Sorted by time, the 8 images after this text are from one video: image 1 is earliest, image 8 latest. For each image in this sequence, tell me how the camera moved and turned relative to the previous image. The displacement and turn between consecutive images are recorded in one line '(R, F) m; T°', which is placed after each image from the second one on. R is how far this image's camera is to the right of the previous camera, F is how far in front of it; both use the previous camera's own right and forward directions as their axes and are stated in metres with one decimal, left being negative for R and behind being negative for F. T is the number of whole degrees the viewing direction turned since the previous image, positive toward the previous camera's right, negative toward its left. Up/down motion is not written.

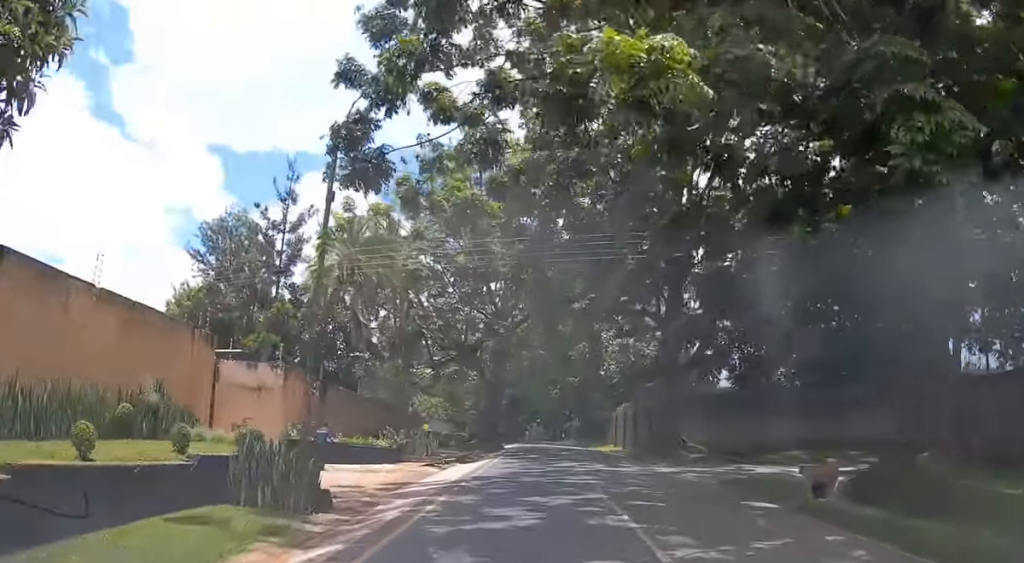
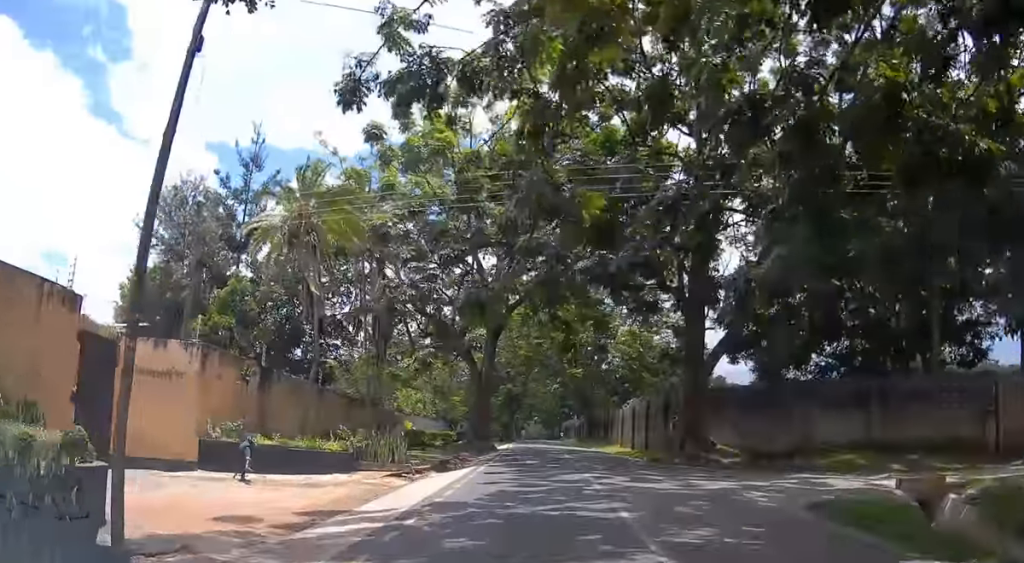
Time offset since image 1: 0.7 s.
(0.0, +6.3) m; 0°
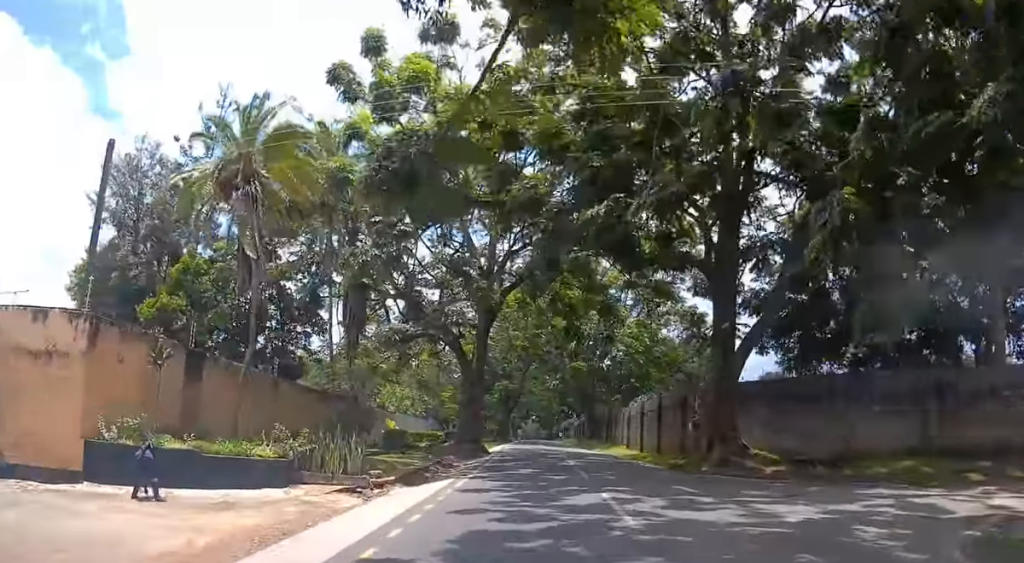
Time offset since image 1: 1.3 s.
(0.0, +5.1) m; 0°
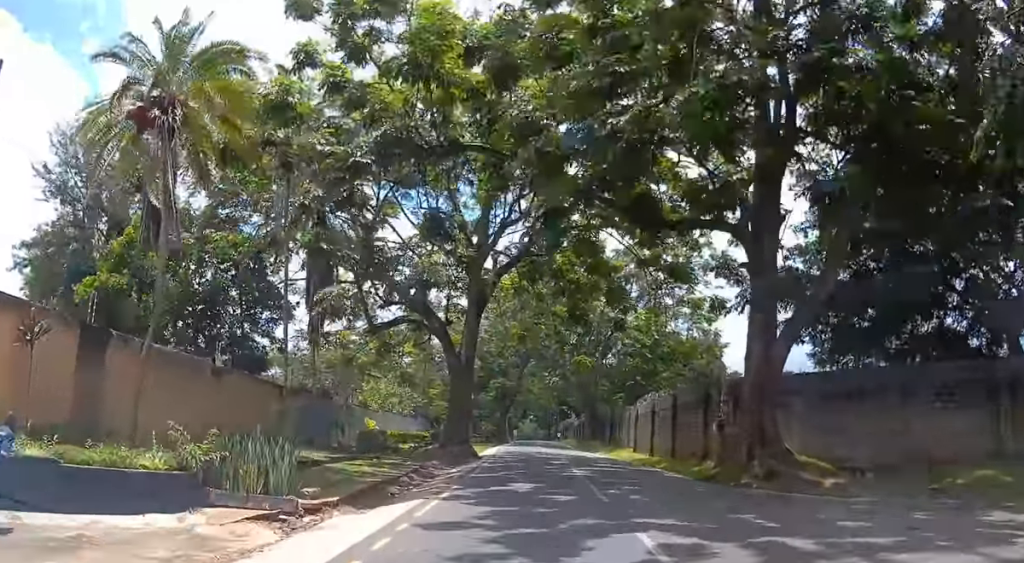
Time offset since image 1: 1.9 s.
(0.0, +4.8) m; 0°
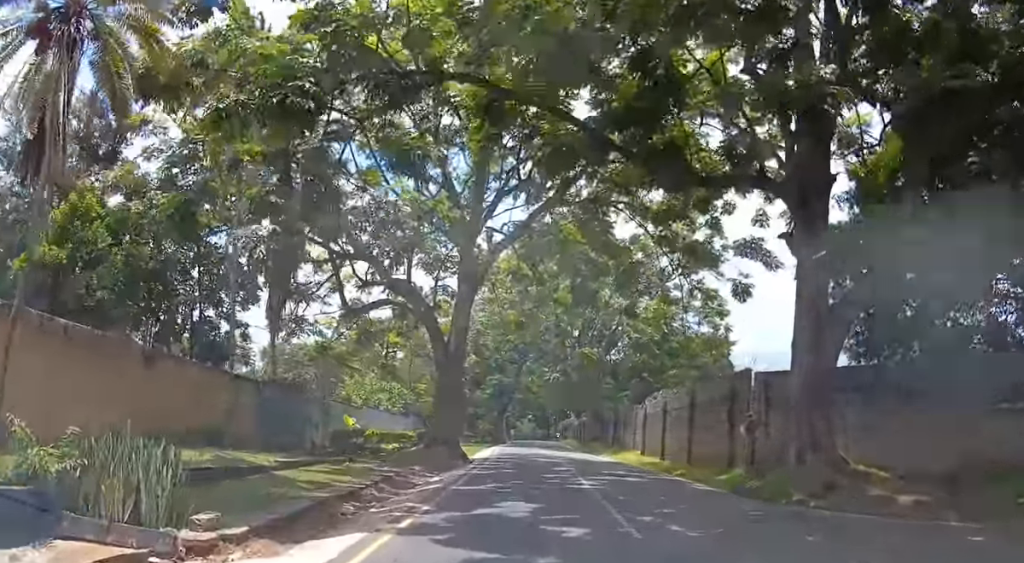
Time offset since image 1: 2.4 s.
(0.0, +3.8) m; 0°
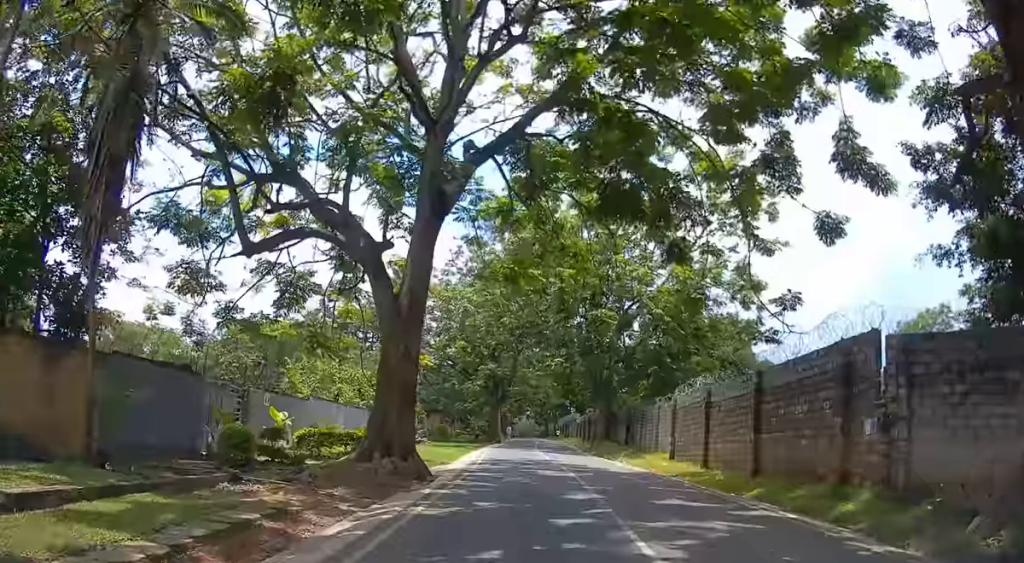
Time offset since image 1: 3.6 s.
(0.0, +9.2) m; -1°
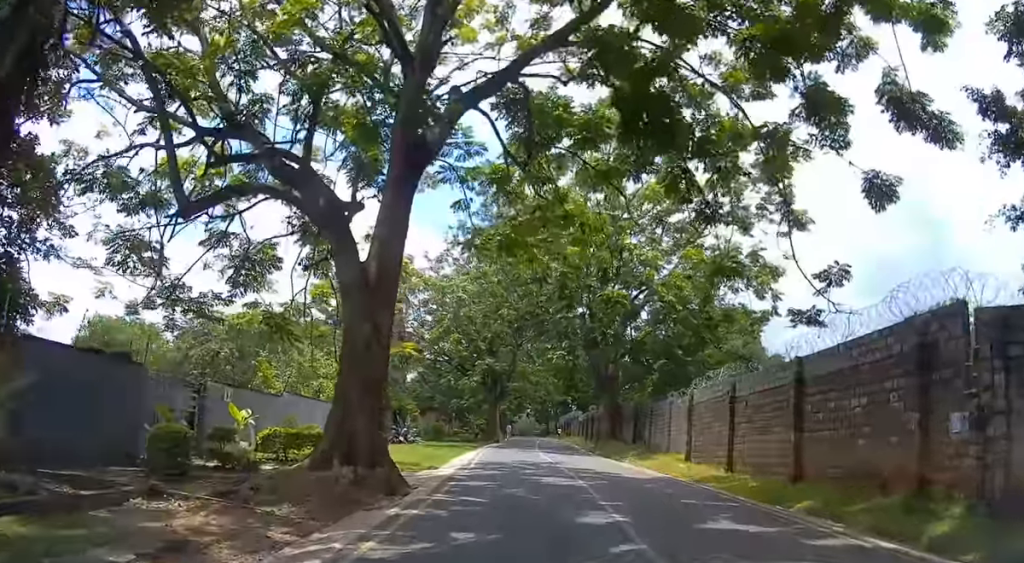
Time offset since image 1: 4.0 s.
(0.0, +3.3) m; 0°
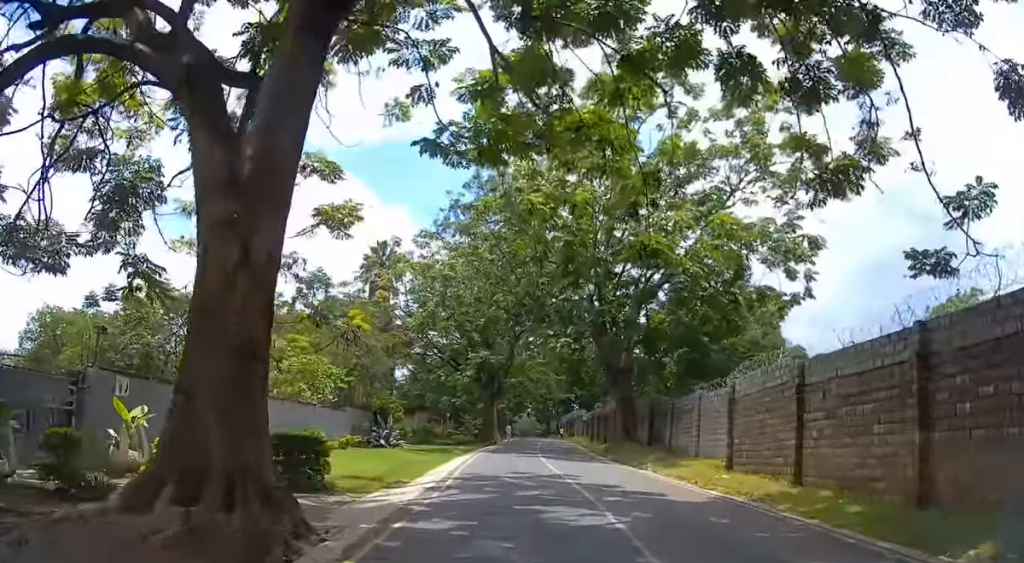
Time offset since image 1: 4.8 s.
(0.0, +6.0) m; 0°
